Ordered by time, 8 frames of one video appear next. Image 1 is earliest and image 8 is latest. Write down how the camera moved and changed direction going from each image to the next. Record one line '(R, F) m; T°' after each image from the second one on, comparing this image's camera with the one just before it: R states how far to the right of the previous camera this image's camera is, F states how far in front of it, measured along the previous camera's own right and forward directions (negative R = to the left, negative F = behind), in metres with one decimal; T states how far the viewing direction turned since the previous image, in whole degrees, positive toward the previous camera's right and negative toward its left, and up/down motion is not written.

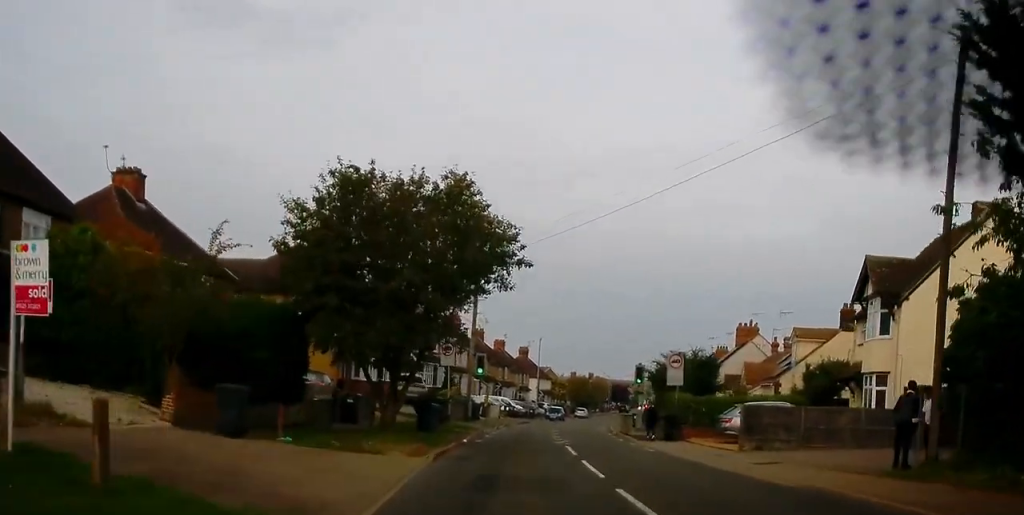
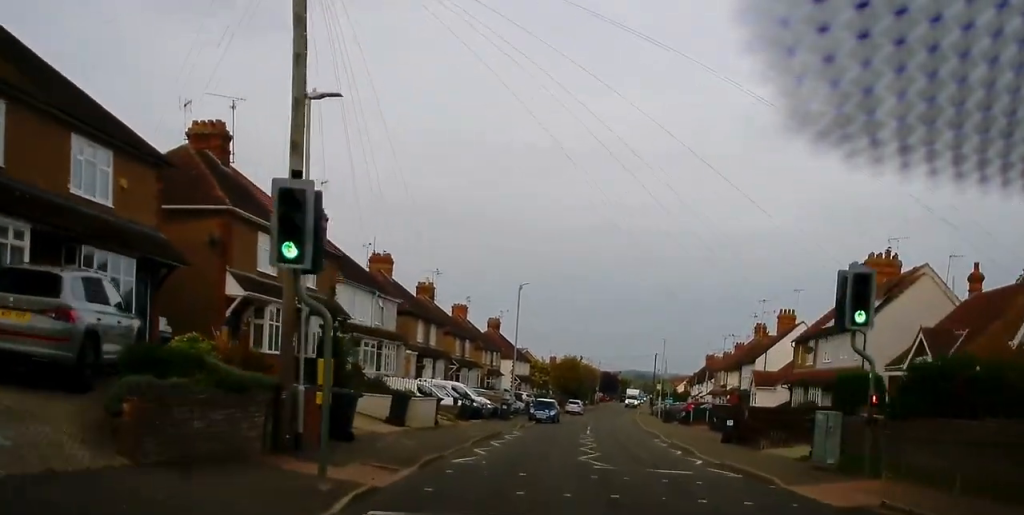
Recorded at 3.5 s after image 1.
(-1.3, +32.3) m; 0°
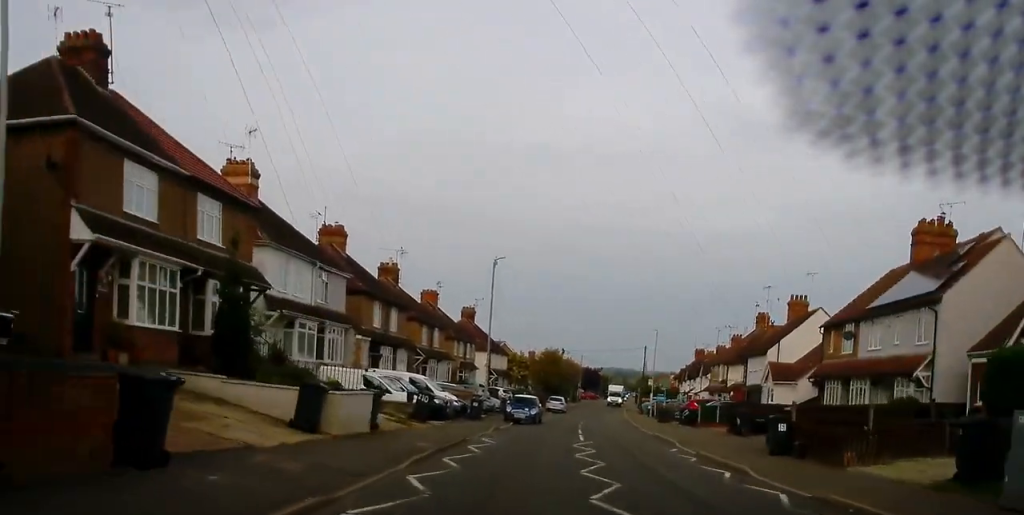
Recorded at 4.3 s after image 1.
(+0.3, +8.1) m; +3°
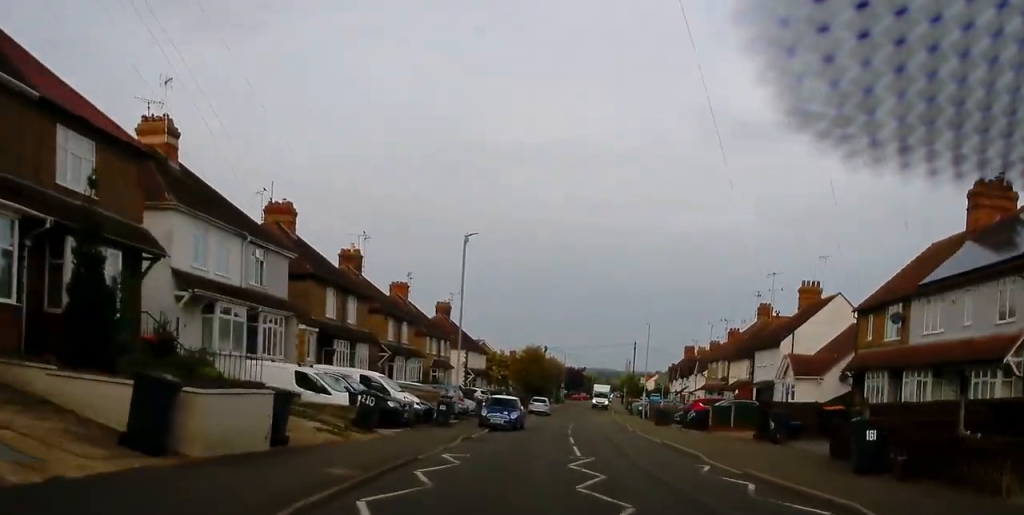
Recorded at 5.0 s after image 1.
(+0.2, +6.7) m; +2°
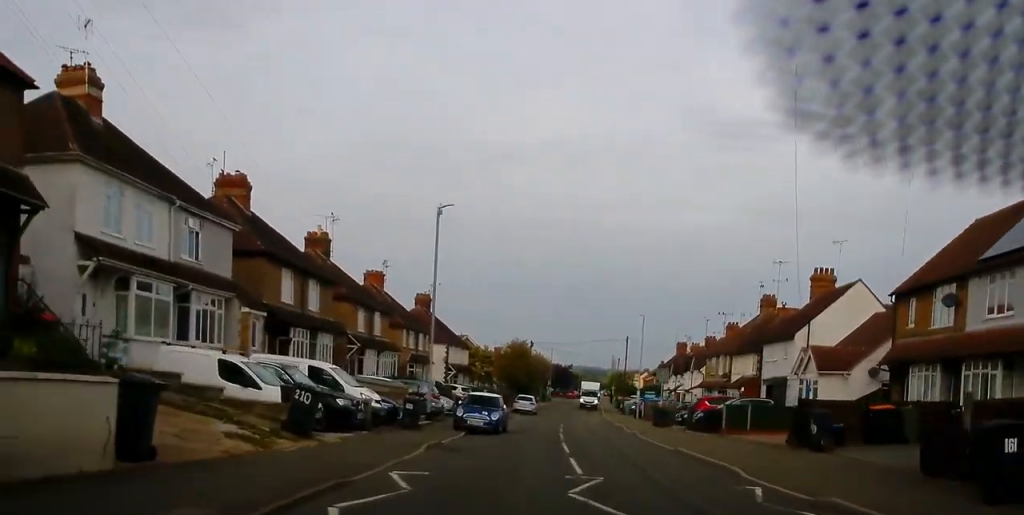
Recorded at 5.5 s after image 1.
(0.0, +5.1) m; 0°
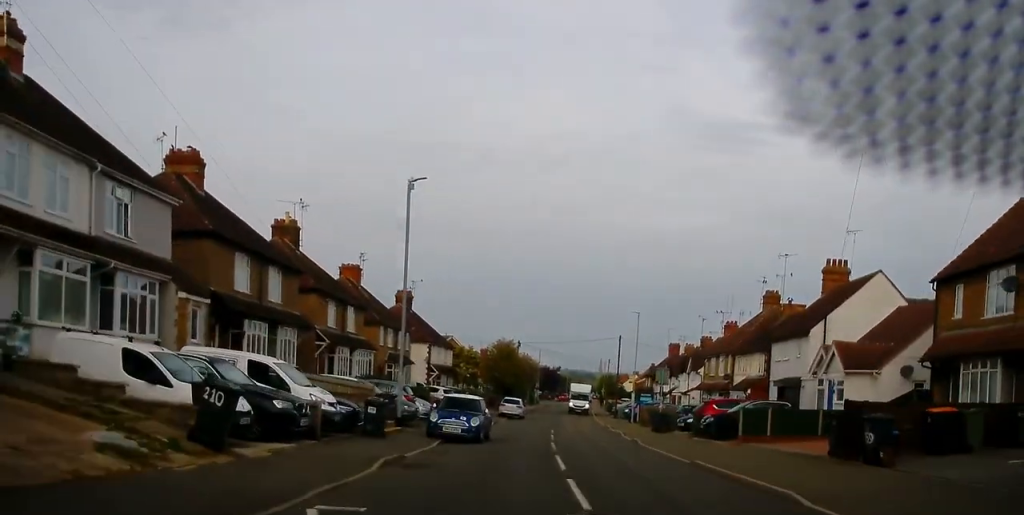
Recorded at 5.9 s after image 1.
(0.0, +4.2) m; 0°
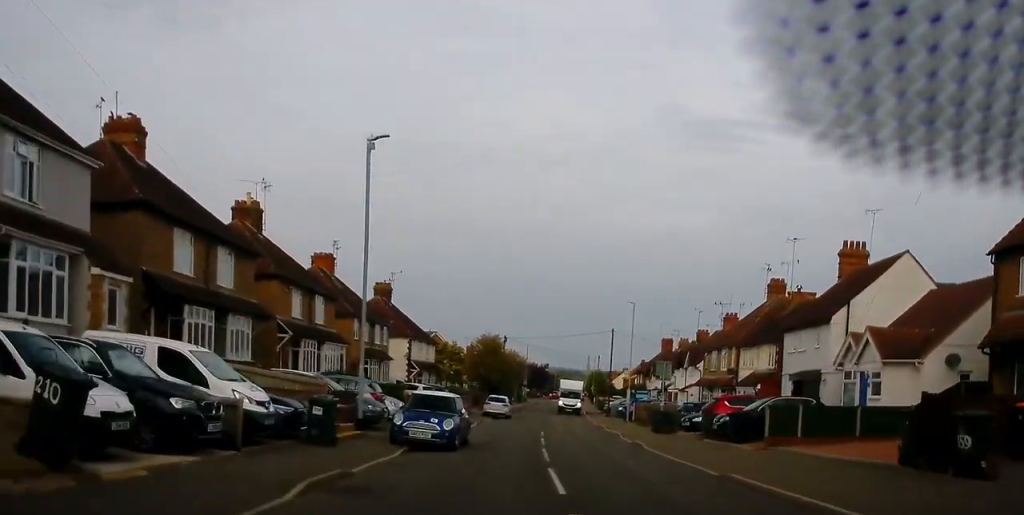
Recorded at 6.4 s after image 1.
(0.0, +4.4) m; 0°
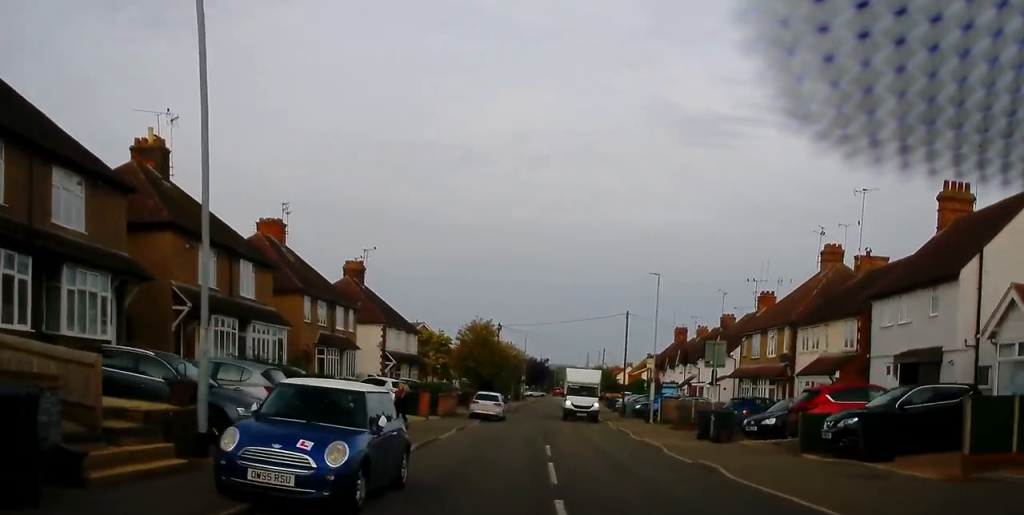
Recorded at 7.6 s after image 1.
(0.0, +11.2) m; 0°
